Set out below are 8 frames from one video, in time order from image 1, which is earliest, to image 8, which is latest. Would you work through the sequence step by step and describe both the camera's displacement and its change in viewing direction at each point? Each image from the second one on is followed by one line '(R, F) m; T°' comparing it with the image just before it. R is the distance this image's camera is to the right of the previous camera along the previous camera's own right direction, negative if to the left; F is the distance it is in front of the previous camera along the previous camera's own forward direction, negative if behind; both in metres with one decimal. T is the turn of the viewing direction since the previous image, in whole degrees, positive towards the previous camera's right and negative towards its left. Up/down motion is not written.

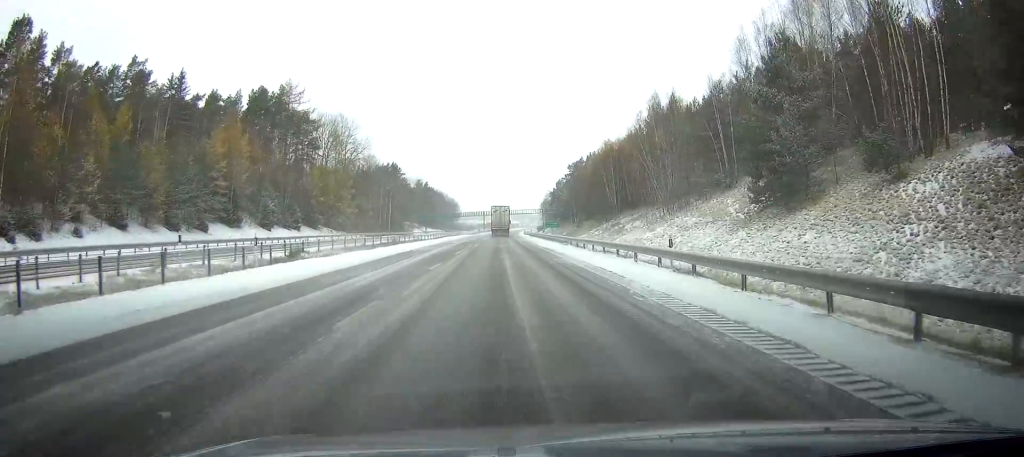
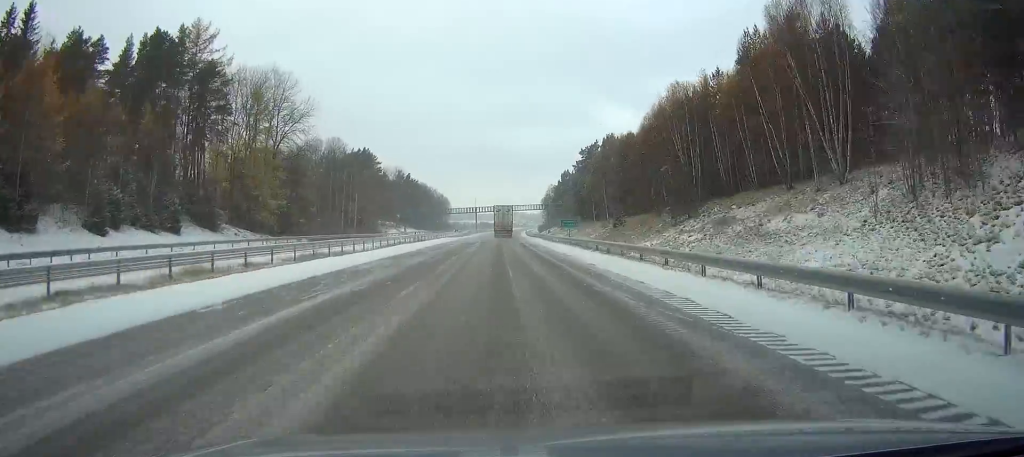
(-0.2, +43.7) m; 0°
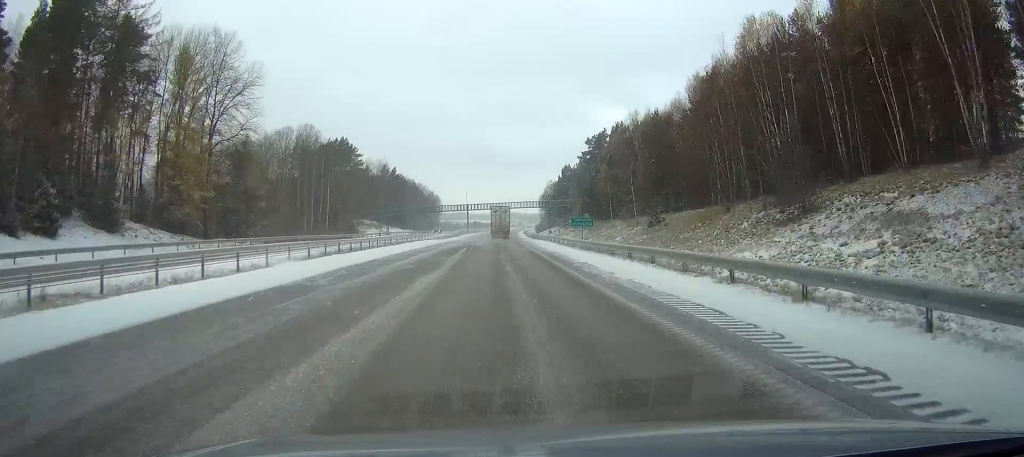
(+0.1, +22.2) m; 0°
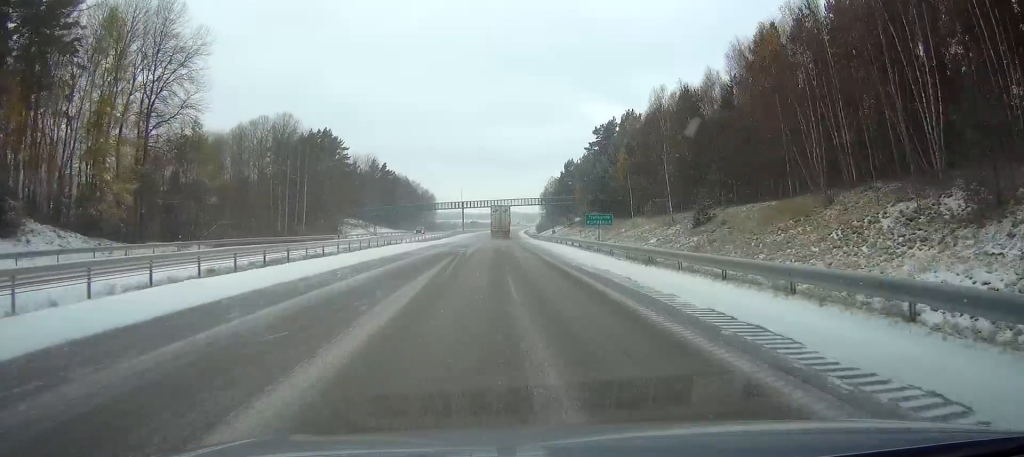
(0.0, +15.6) m; 0°
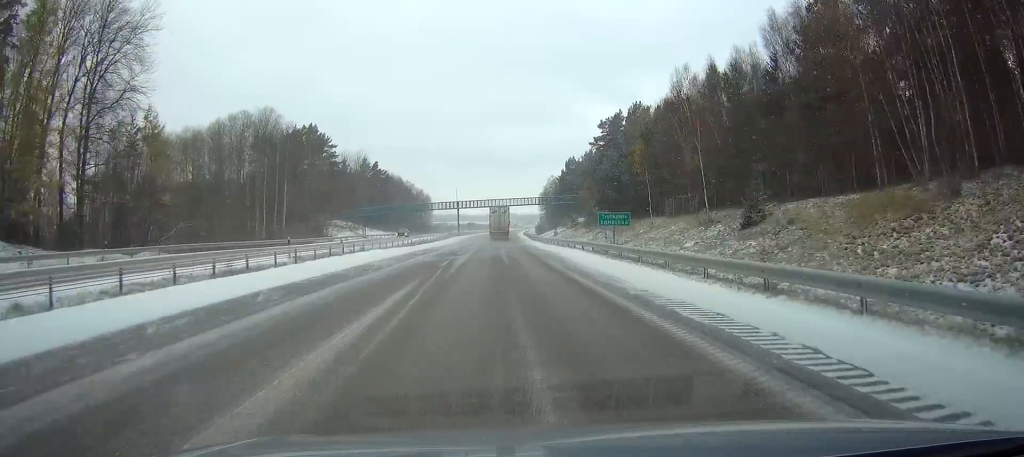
(+0.1, +10.7) m; 0°
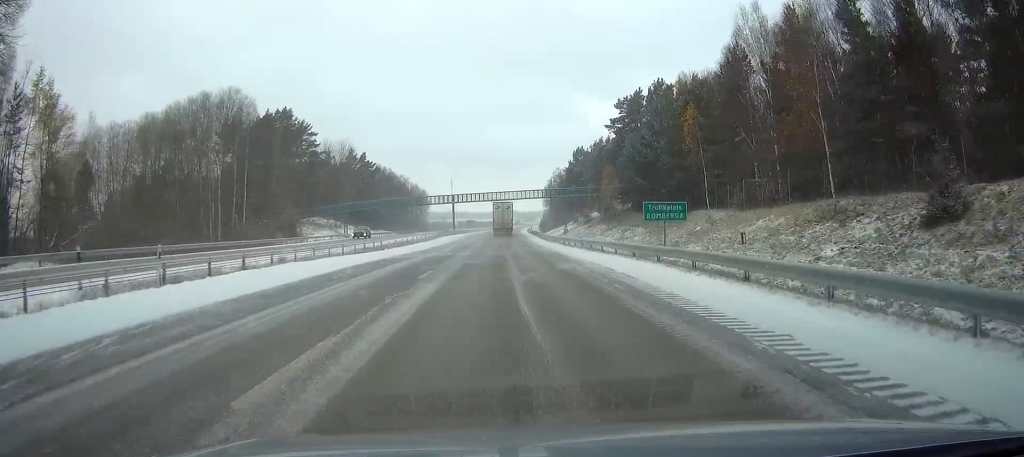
(+0.1, +18.8) m; 0°
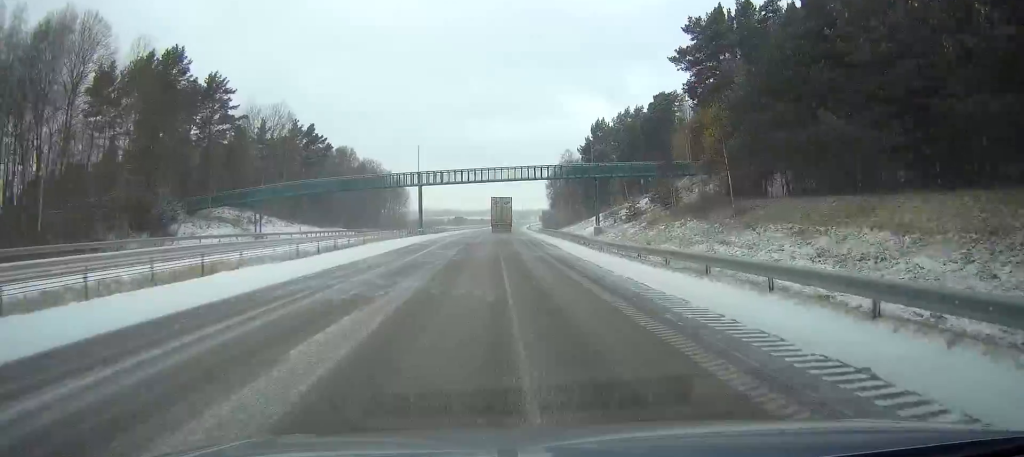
(+0.1, +45.7) m; 0°
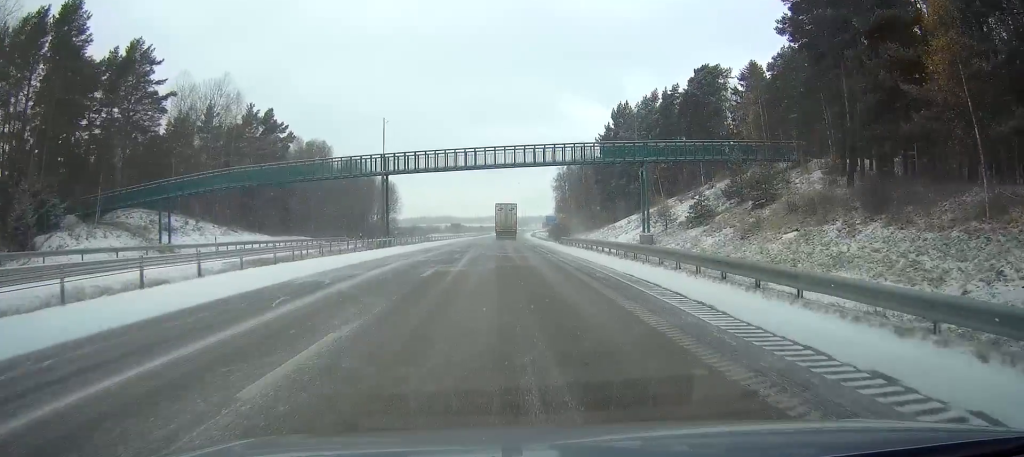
(0.0, +25.3) m; 0°
